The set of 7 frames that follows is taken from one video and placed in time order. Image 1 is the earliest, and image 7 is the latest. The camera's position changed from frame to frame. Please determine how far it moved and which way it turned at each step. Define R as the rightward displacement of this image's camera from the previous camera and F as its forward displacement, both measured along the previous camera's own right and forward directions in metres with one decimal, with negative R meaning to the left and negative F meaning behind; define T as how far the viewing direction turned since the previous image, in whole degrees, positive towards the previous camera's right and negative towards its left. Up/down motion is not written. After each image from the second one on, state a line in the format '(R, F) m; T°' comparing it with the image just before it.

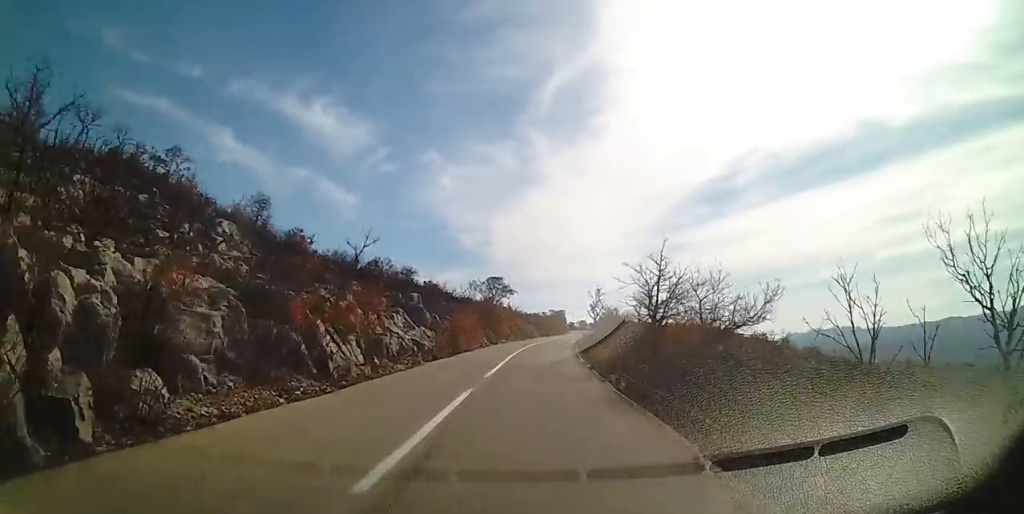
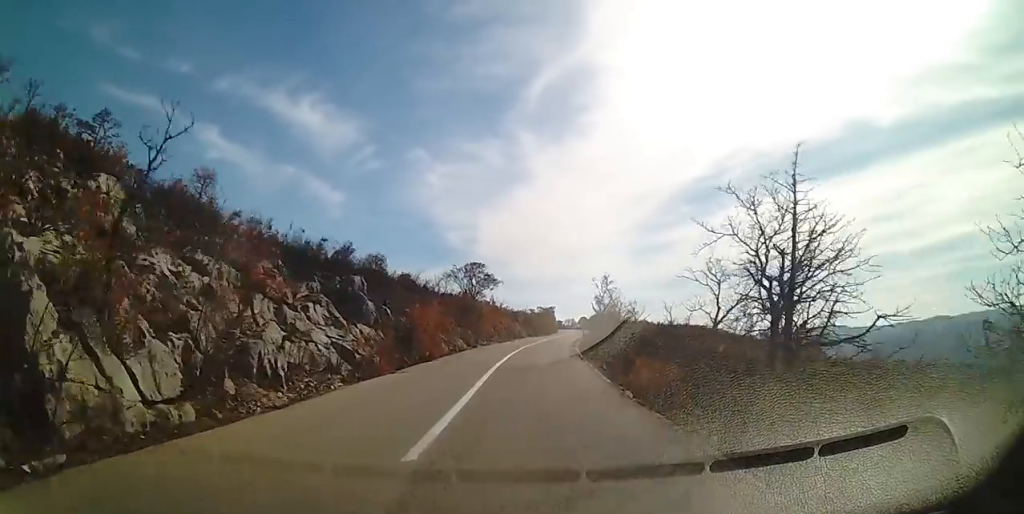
(+0.5, +9.2) m; +2°
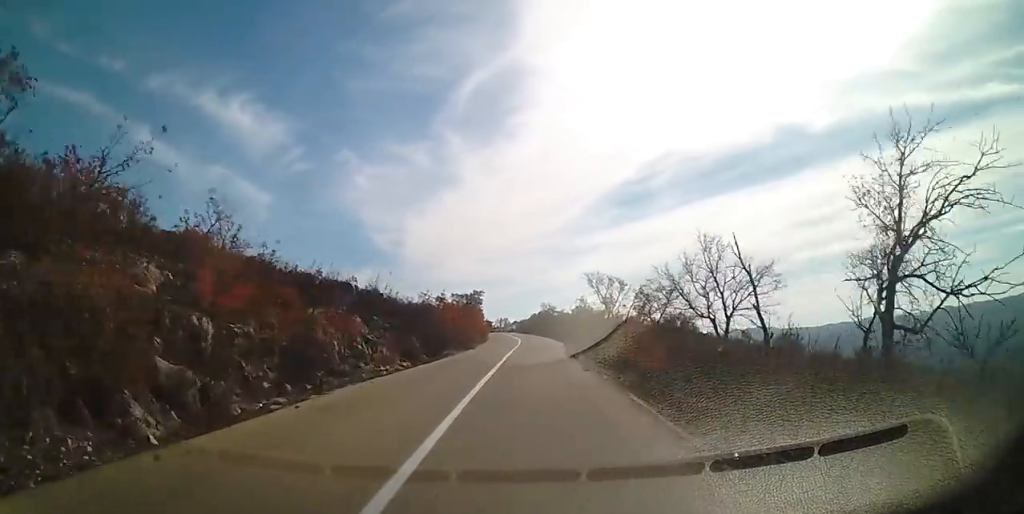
(+2.4, +46.2) m; +7°
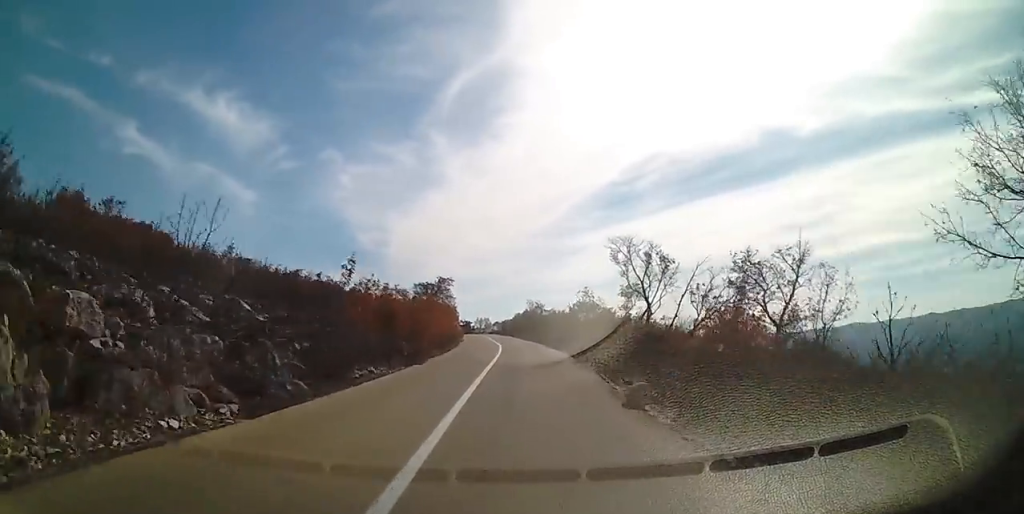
(+0.4, +13.5) m; +1°
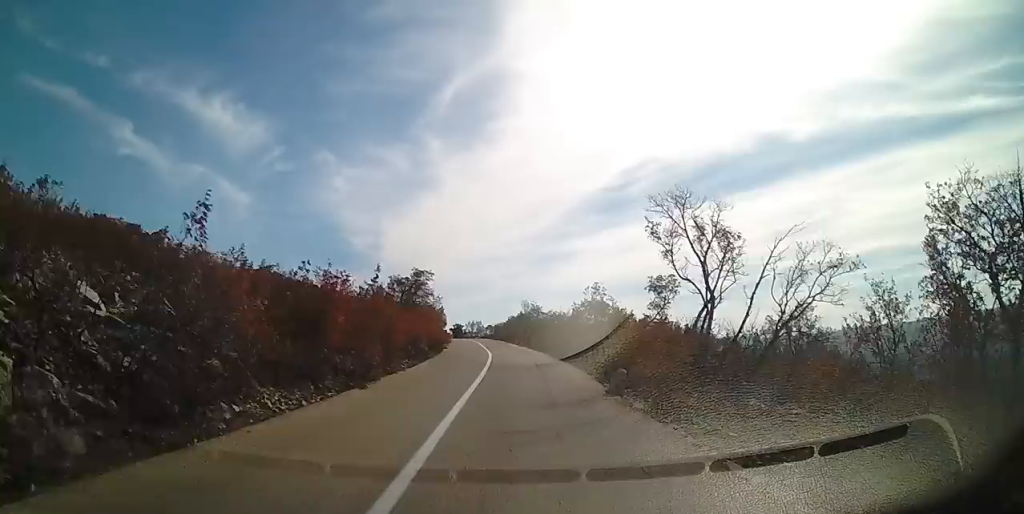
(0.0, +7.1) m; 0°
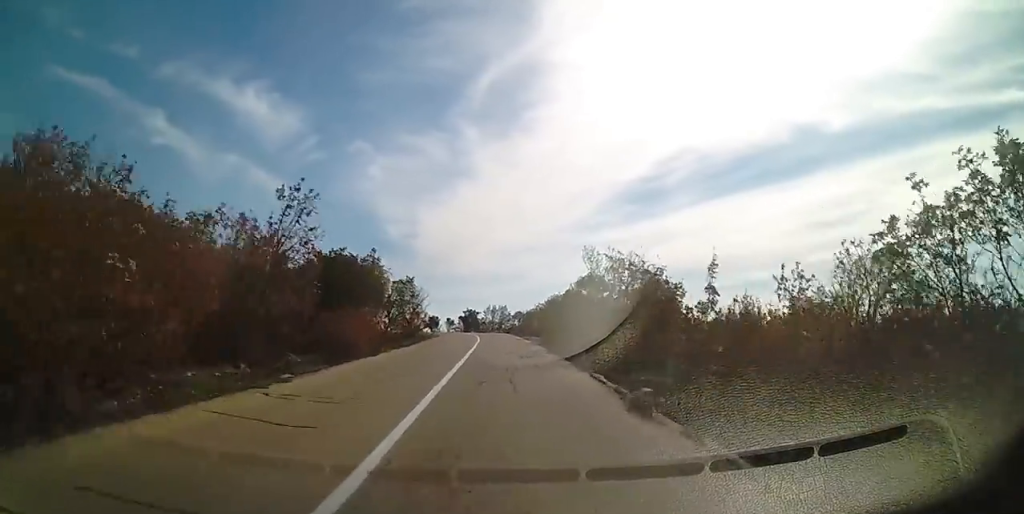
(-0.7, +39.4) m; -3°
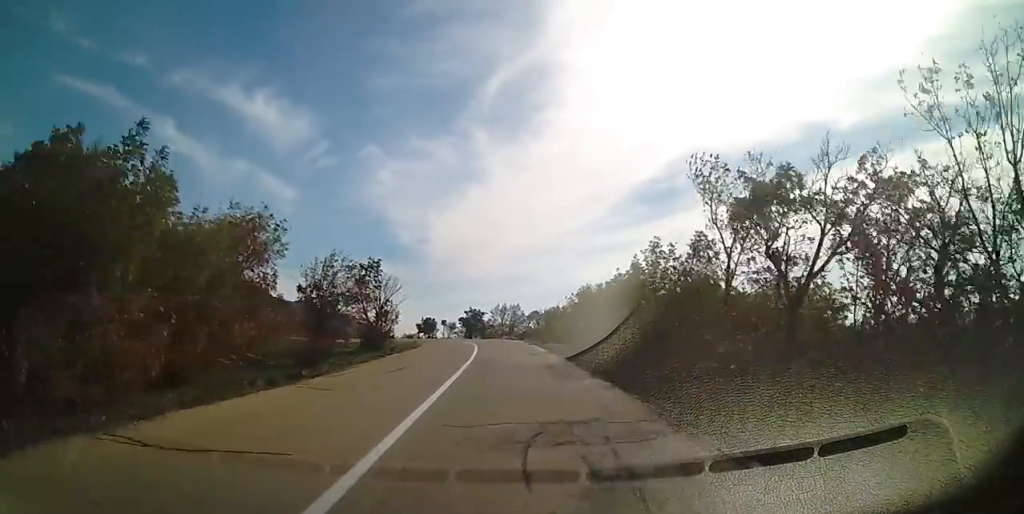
(-0.3, +15.5) m; -1°
